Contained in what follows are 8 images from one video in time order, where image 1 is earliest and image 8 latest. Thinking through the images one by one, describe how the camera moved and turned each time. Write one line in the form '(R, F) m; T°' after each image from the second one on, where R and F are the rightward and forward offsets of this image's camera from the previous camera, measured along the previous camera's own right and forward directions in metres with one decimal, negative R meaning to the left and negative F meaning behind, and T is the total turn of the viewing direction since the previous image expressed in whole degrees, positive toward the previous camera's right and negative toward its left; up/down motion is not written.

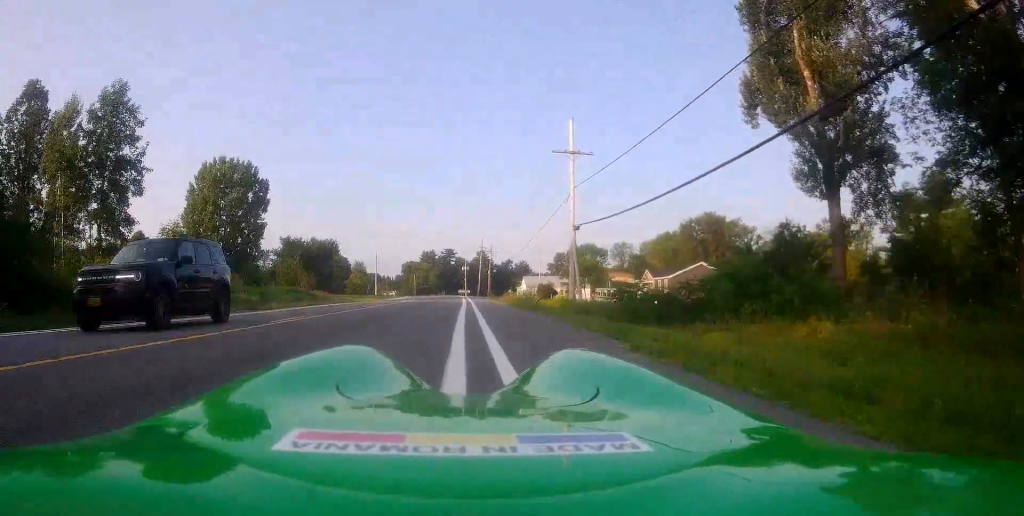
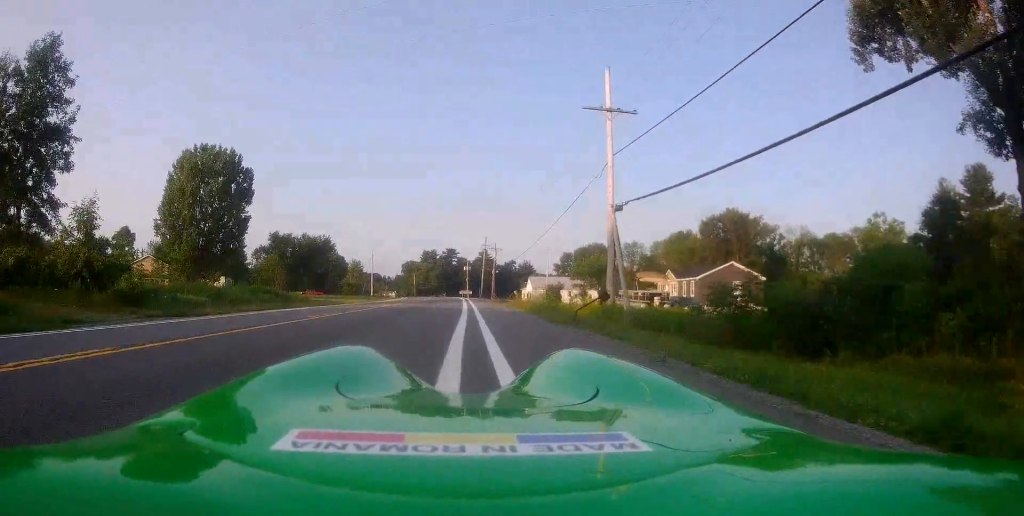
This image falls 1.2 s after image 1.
(0.0, +8.5) m; -1°
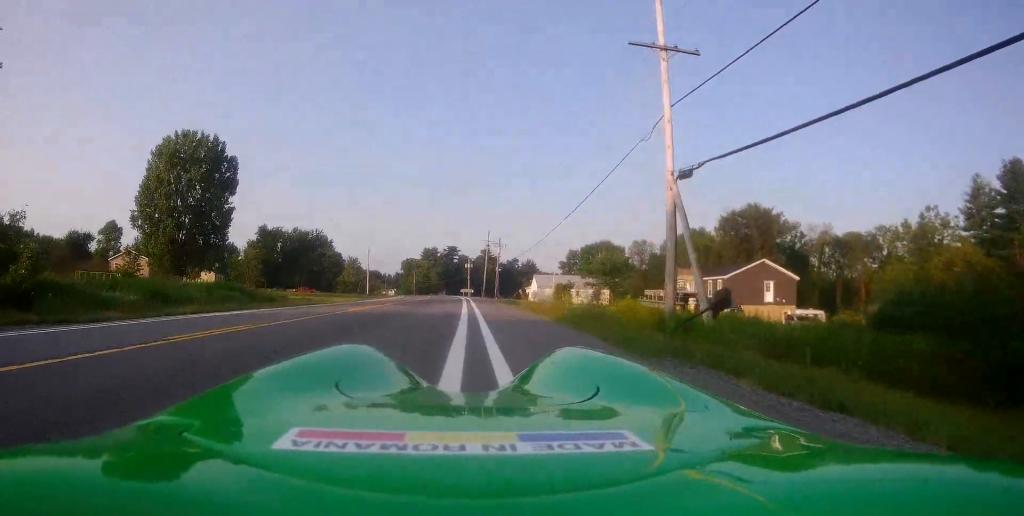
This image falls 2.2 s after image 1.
(-0.1, +7.6) m; -3°
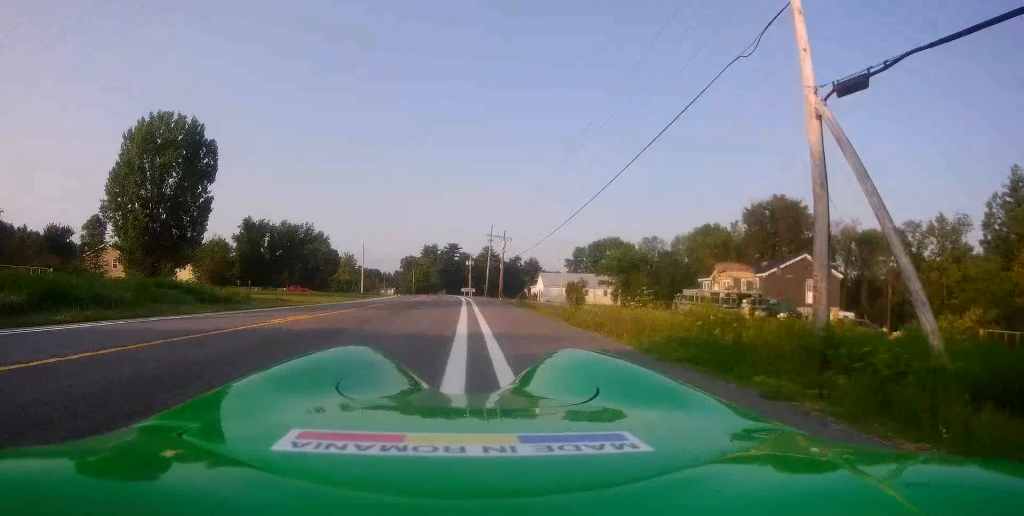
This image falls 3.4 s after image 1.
(-0.3, +8.2) m; 0°
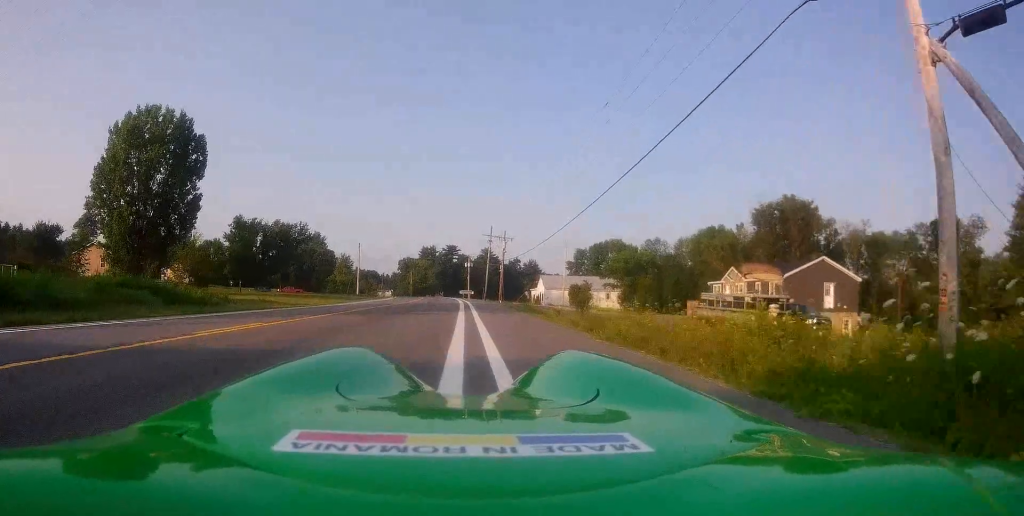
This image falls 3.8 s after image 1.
(+0.1, +3.2) m; 0°
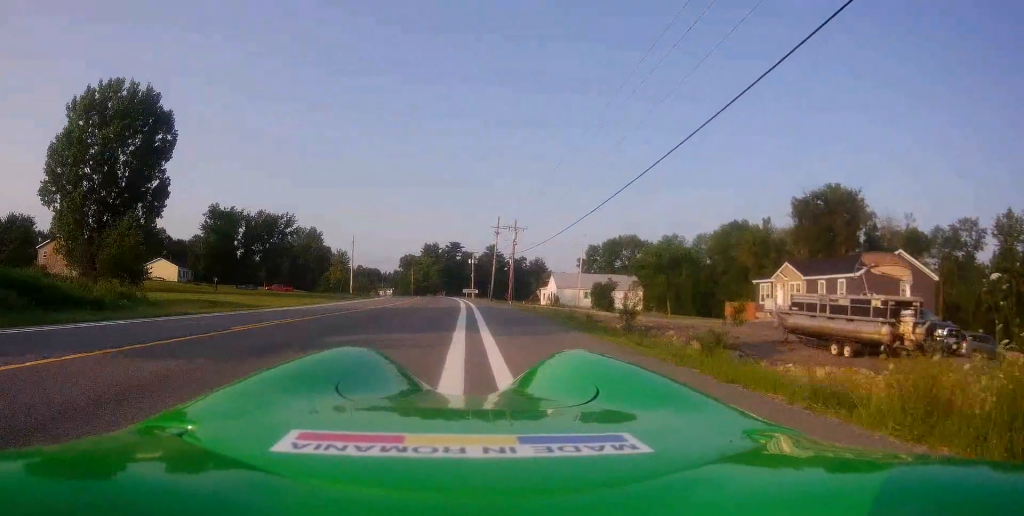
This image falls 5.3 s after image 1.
(-0.2, +10.2) m; +1°
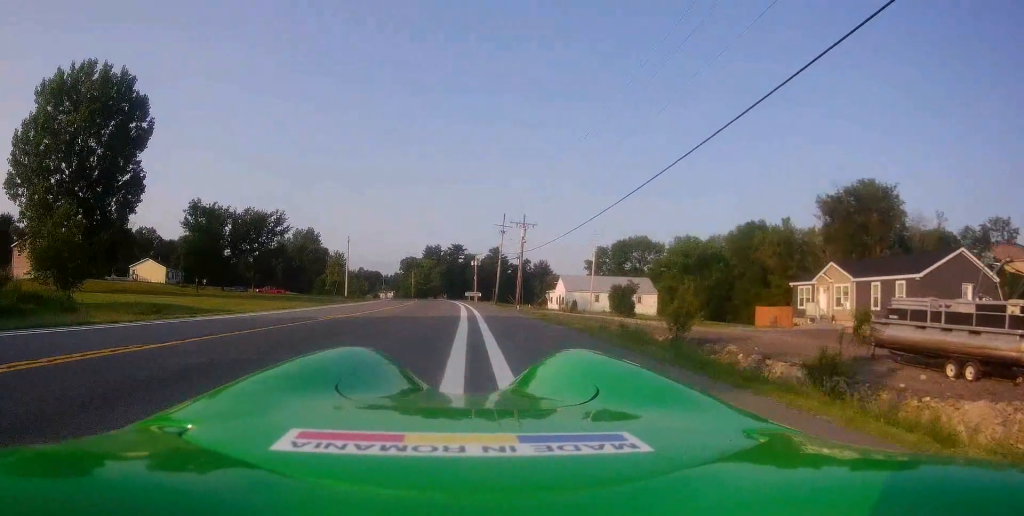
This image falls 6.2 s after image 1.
(+0.5, +6.3) m; +3°
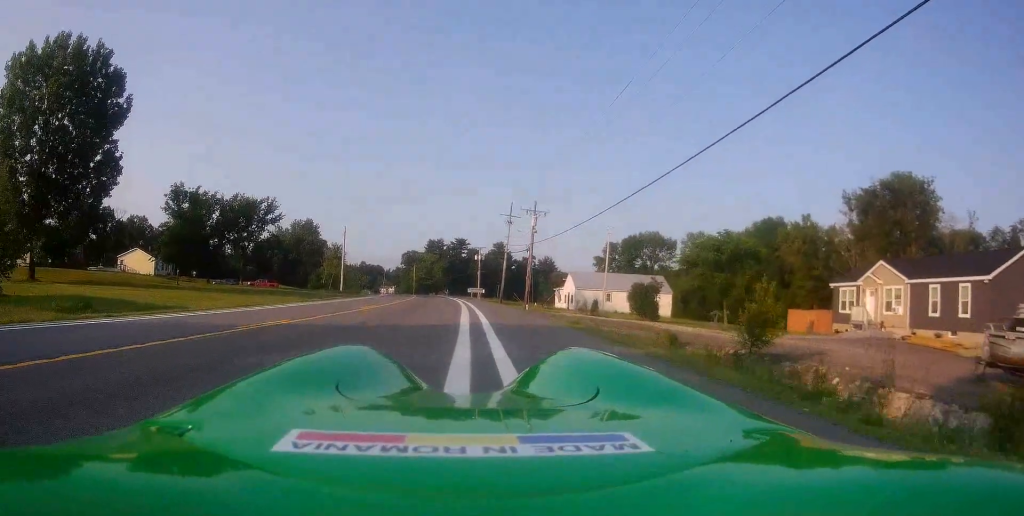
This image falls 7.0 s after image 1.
(0.0, +5.8) m; -2°
